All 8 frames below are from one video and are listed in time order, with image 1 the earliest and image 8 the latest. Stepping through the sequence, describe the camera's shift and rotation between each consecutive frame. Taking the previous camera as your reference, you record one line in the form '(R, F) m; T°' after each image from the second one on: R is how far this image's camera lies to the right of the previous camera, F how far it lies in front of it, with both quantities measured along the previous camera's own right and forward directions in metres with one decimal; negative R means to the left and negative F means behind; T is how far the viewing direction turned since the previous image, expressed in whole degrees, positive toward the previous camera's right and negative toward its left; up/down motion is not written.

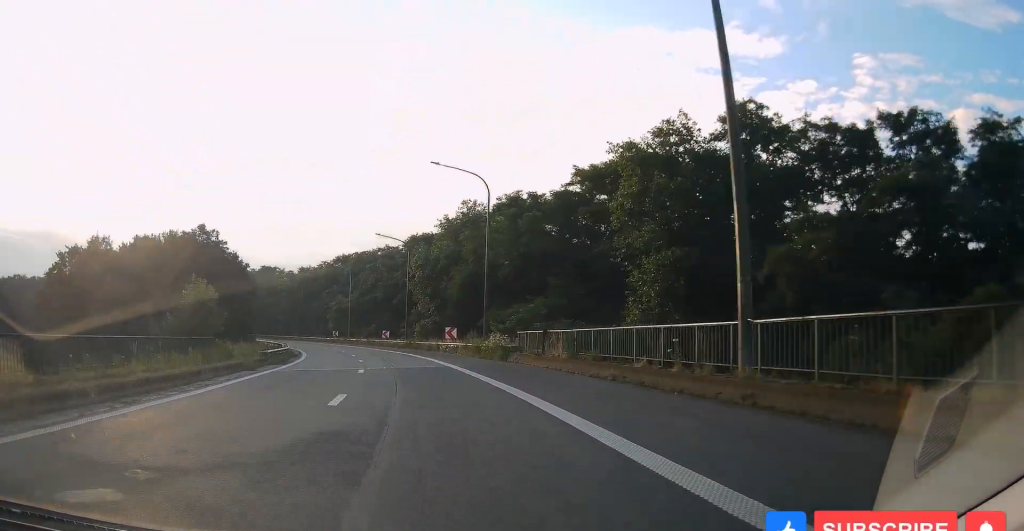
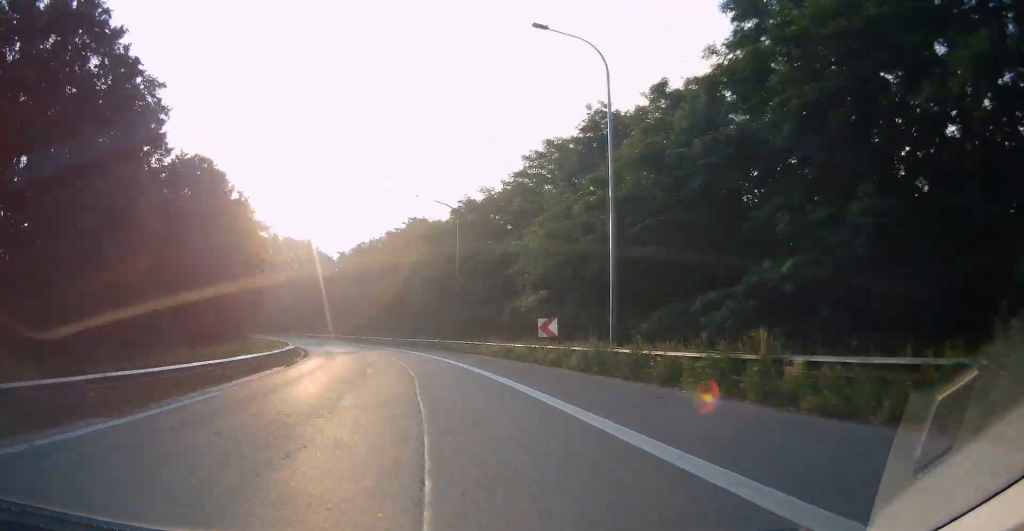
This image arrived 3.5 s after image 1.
(-12.4, +83.5) m; -18°
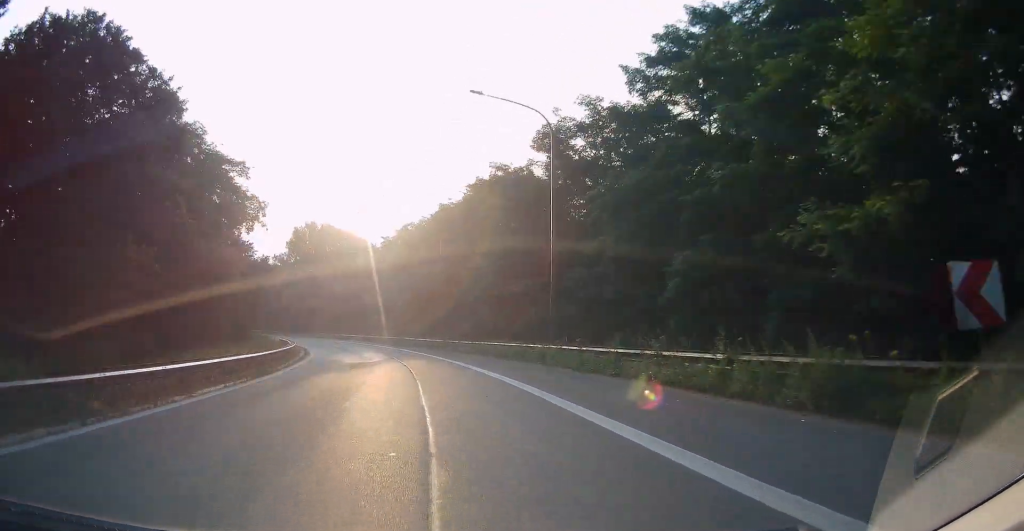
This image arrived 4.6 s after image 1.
(-0.1, +25.4) m; -6°
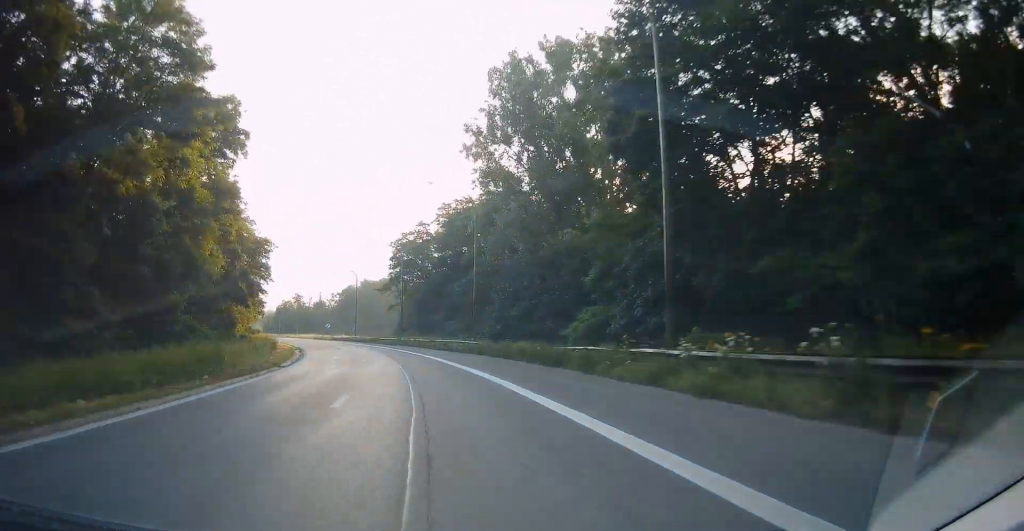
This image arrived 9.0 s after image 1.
(-22.2, +103.3) m; -22°
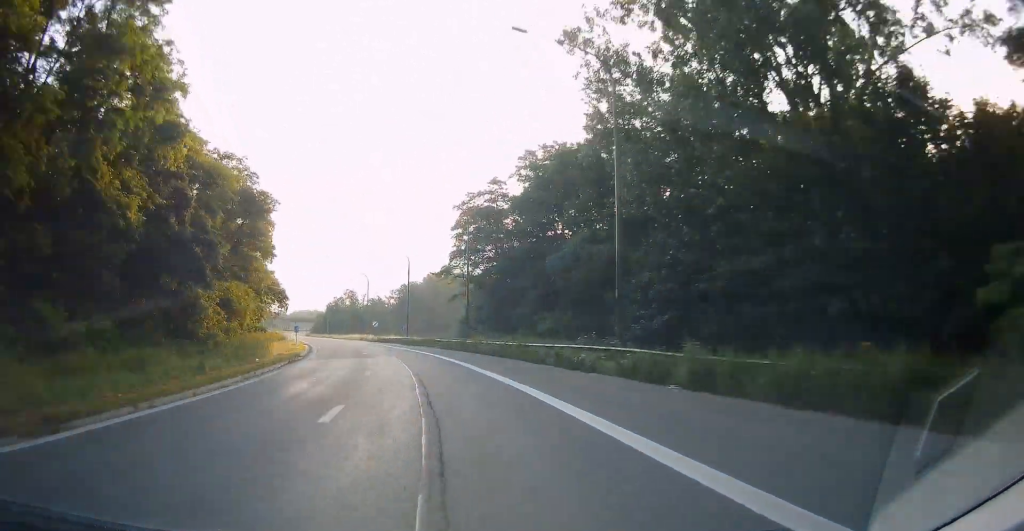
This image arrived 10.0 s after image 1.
(-0.8, +24.8) m; -6°
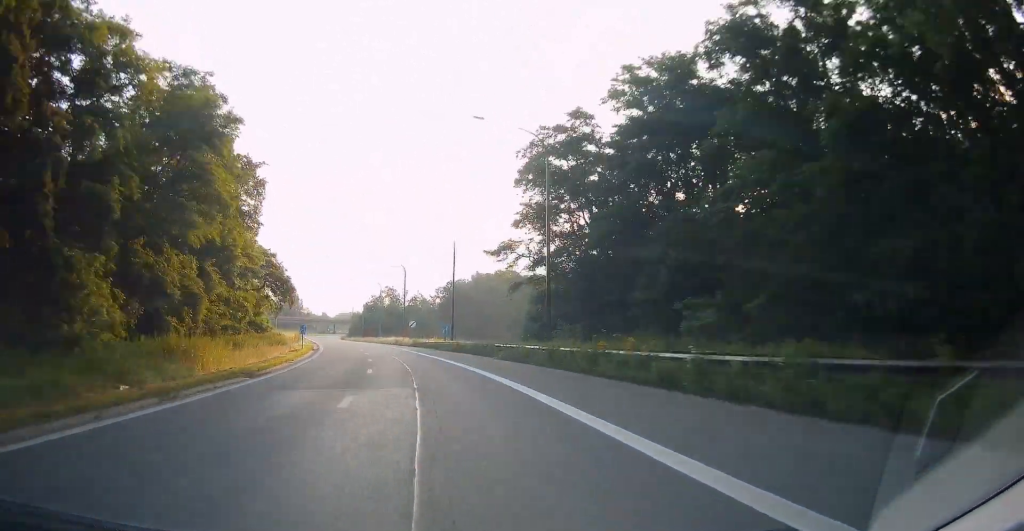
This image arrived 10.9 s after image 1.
(-0.5, +21.1) m; -5°
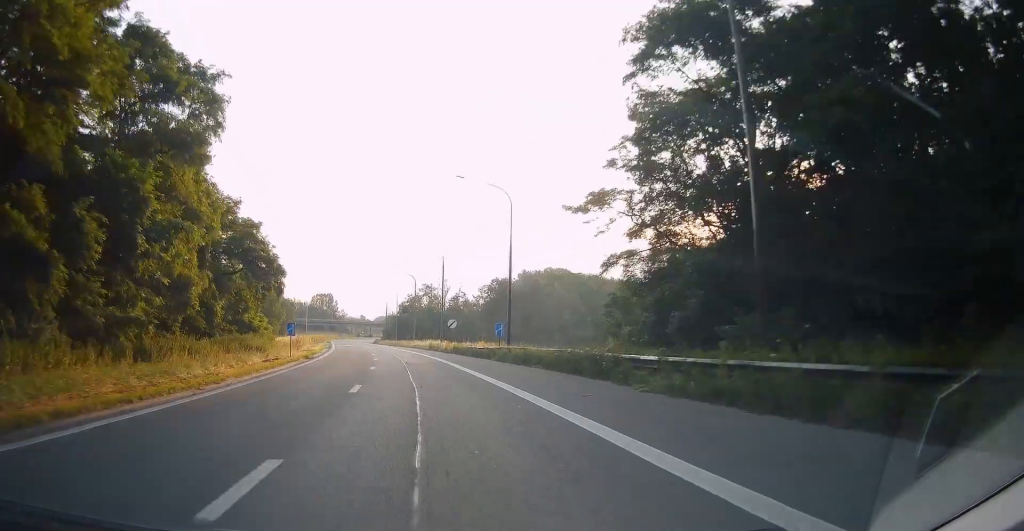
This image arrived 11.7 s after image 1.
(-1.7, +19.6) m; -4°
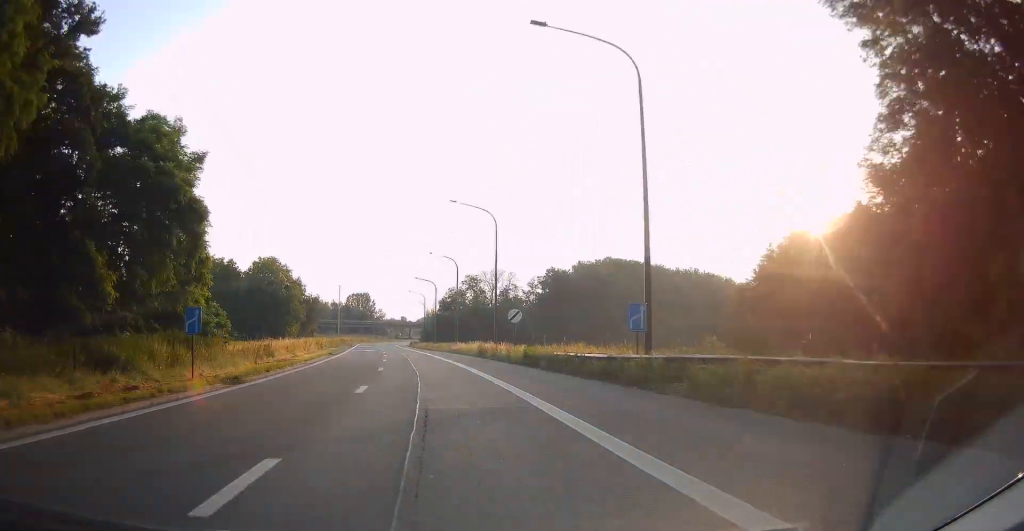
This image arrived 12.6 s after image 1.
(-0.7, +23.9) m; -5°
